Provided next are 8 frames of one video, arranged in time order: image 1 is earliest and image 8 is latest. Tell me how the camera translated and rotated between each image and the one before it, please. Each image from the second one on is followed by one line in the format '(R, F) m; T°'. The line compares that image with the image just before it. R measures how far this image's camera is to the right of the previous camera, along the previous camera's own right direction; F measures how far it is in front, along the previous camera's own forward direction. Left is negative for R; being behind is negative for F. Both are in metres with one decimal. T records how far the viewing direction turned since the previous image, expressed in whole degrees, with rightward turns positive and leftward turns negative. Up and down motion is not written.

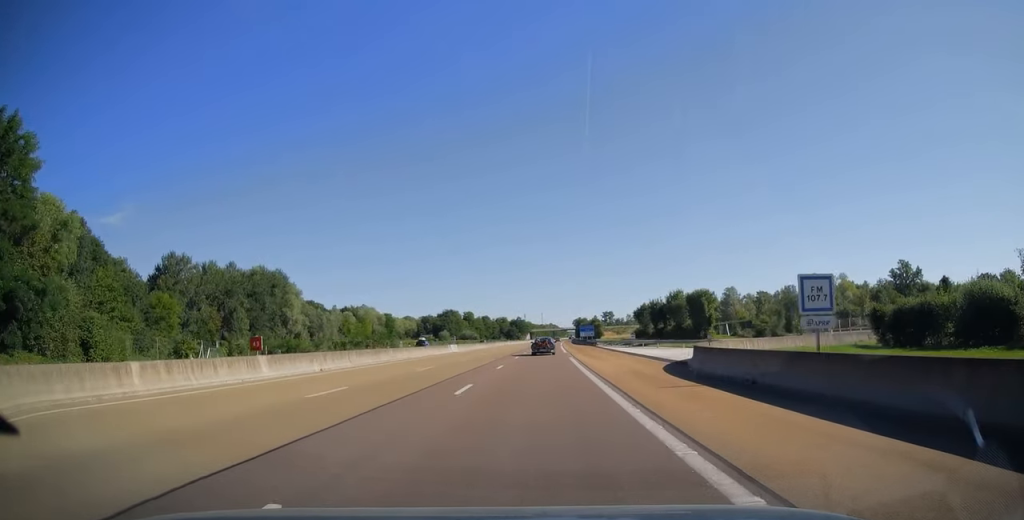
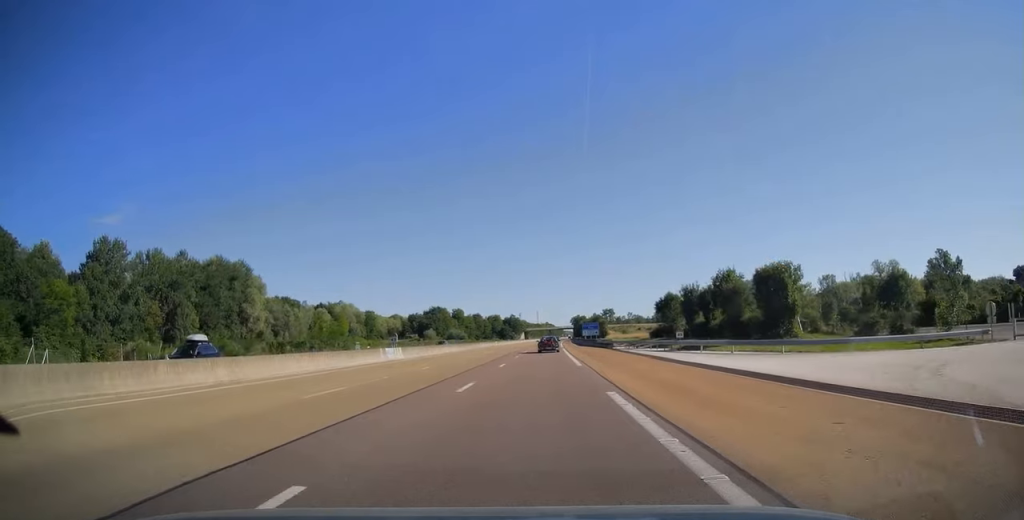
(+0.1, +25.2) m; 0°
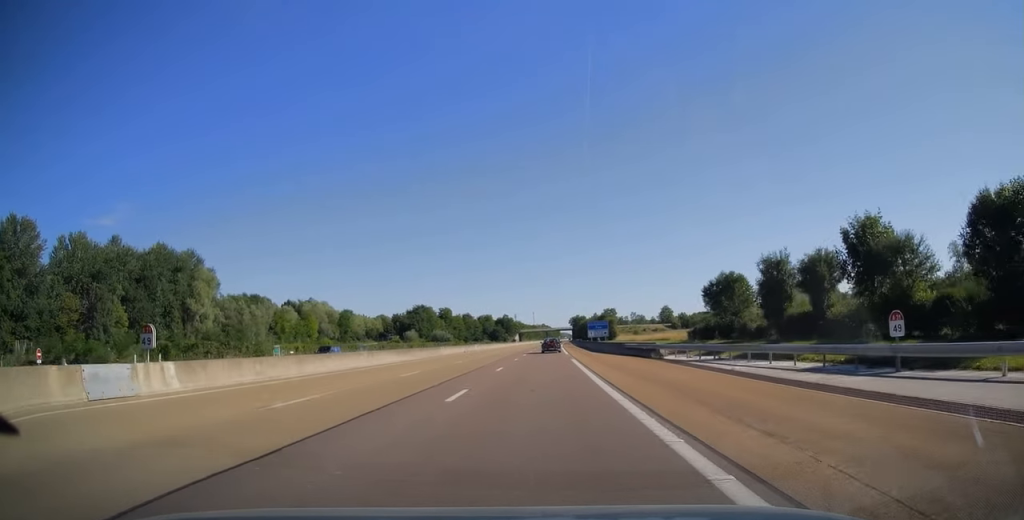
(0.0, +27.8) m; 0°
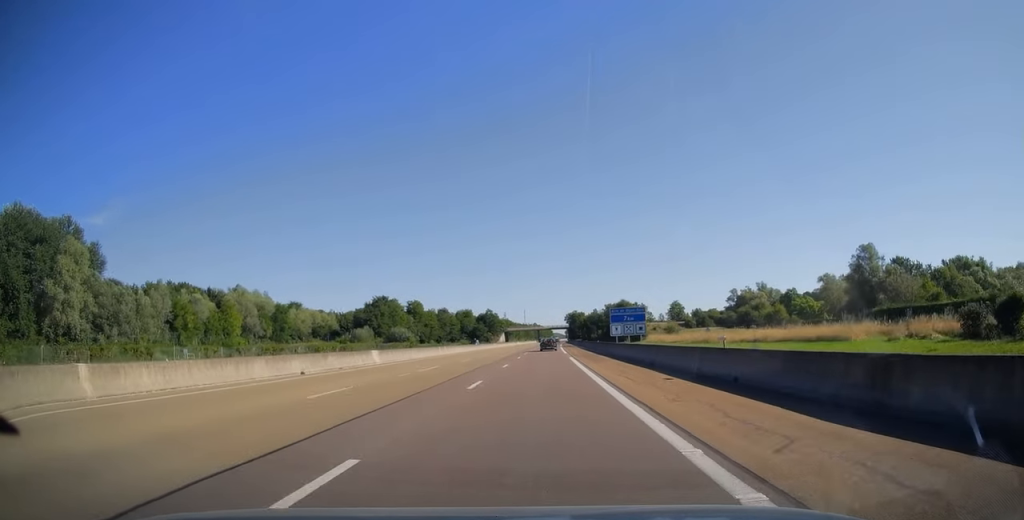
(+0.5, +48.2) m; +1°
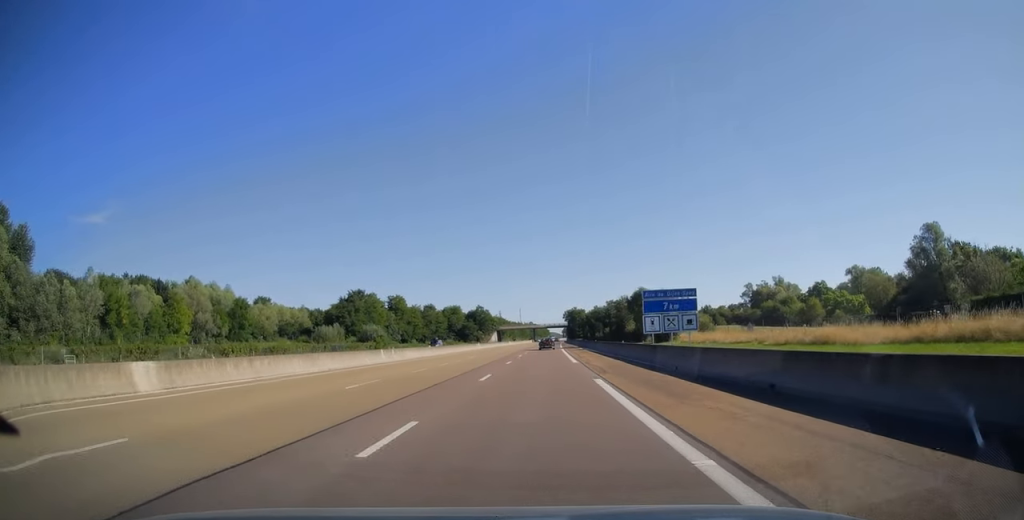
(+0.1, +22.6) m; 0°
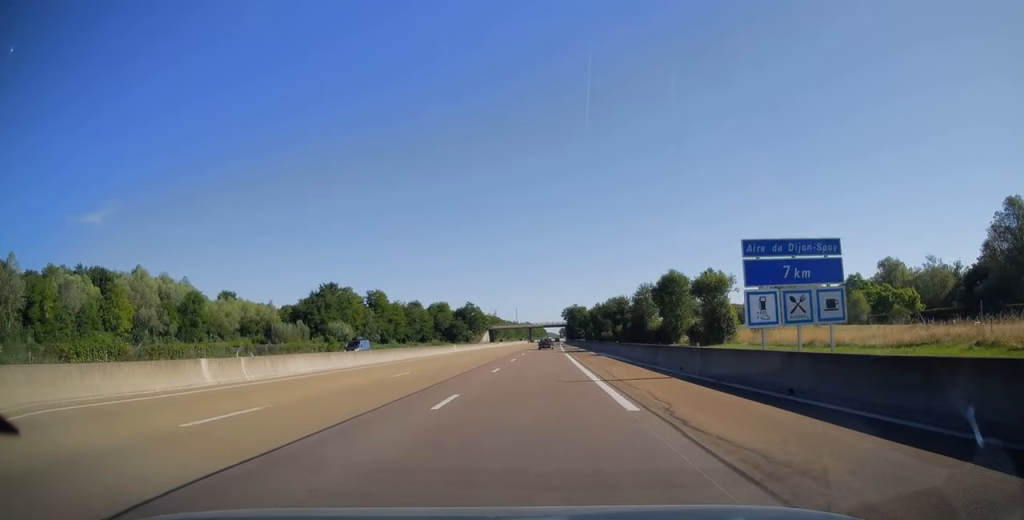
(+0.1, +21.1) m; 0°
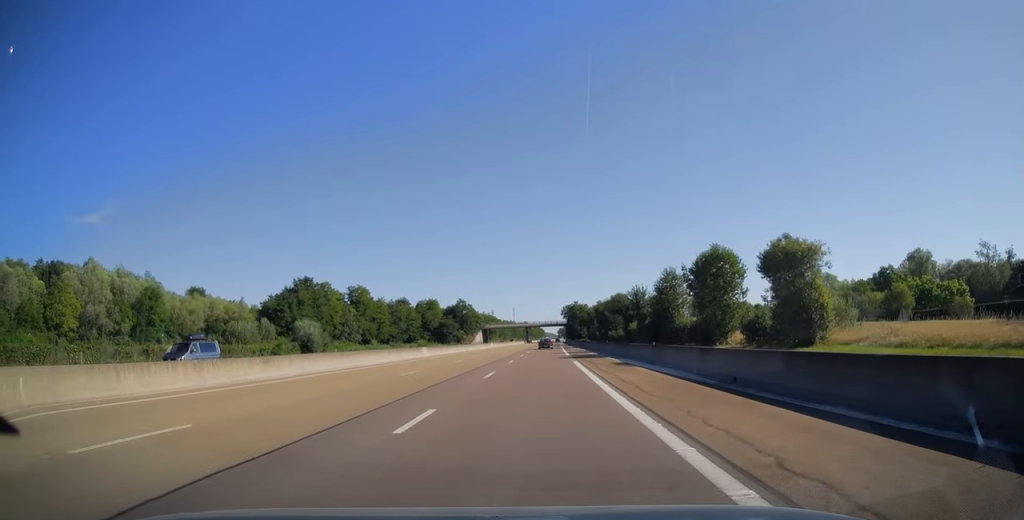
(0.0, +16.0) m; 0°
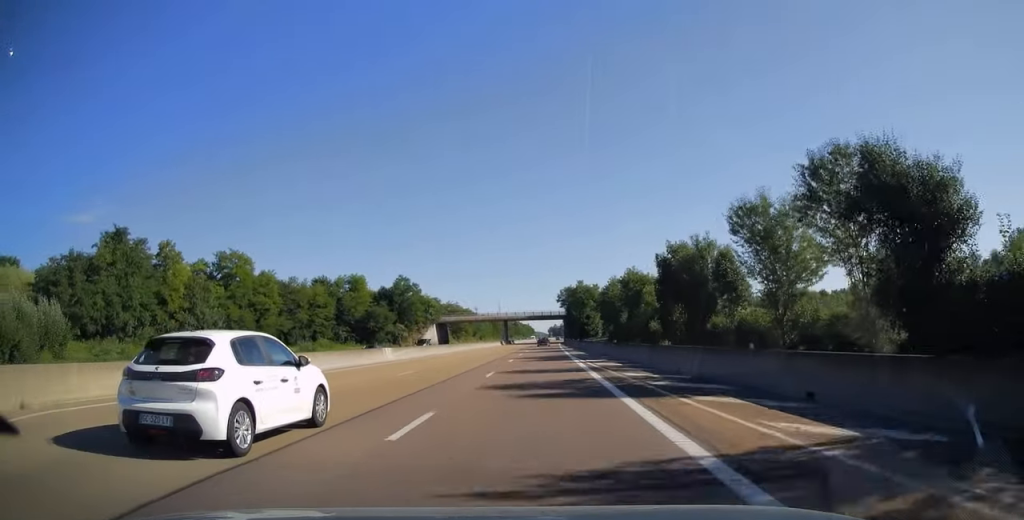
(+0.4, +65.4) m; +1°
